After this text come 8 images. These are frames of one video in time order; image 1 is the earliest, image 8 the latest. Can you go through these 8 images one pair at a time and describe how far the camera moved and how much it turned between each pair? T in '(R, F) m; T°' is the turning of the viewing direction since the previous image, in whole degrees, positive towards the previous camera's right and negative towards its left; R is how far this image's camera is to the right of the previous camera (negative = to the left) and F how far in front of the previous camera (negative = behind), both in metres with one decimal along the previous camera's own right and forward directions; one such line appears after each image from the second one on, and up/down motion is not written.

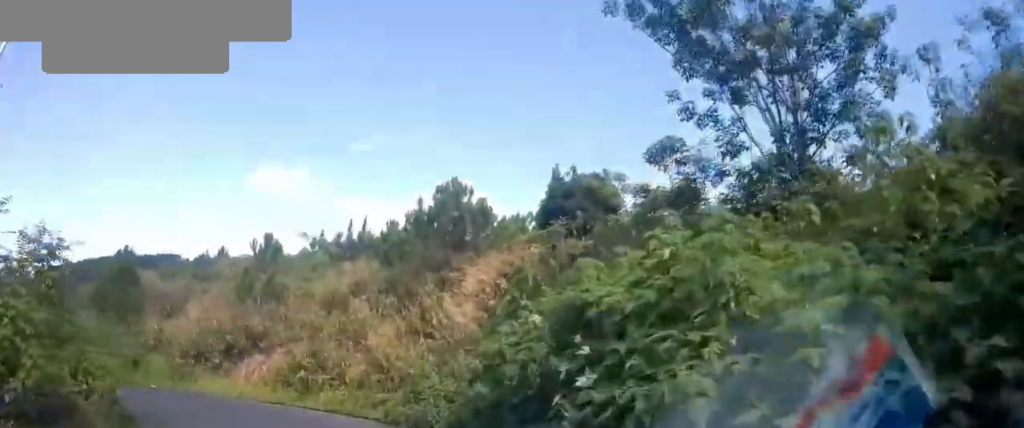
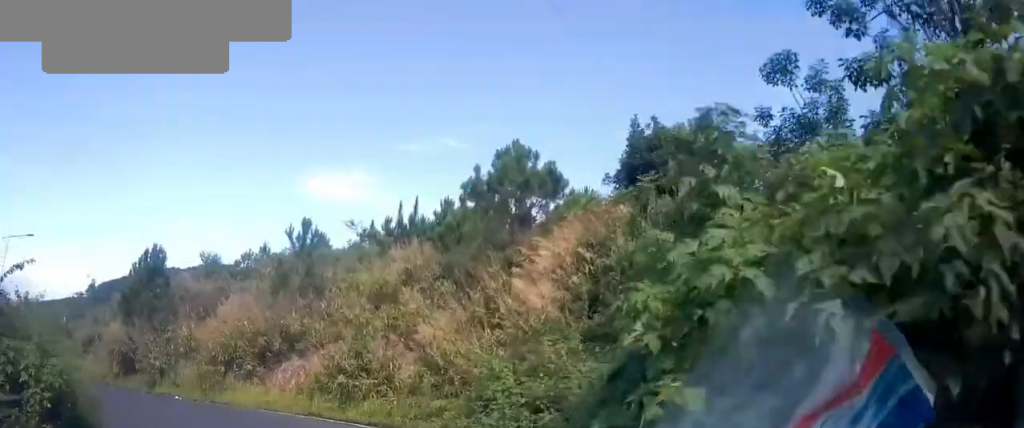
(-0.3, +4.3) m; -9°
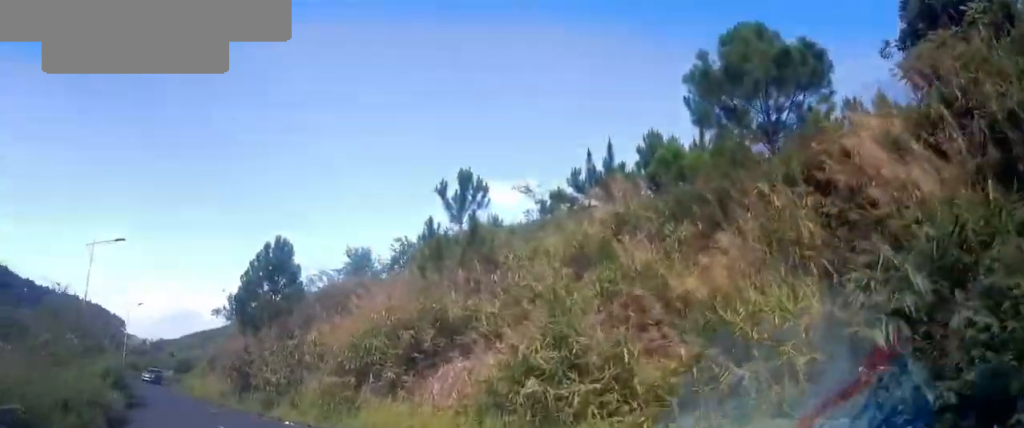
(-1.7, +8.9) m; -21°
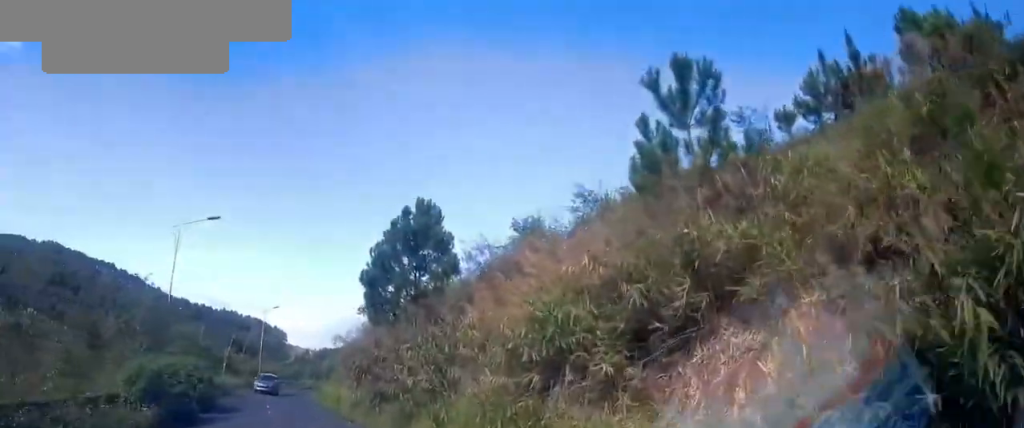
(-1.1, +8.5) m; -20°
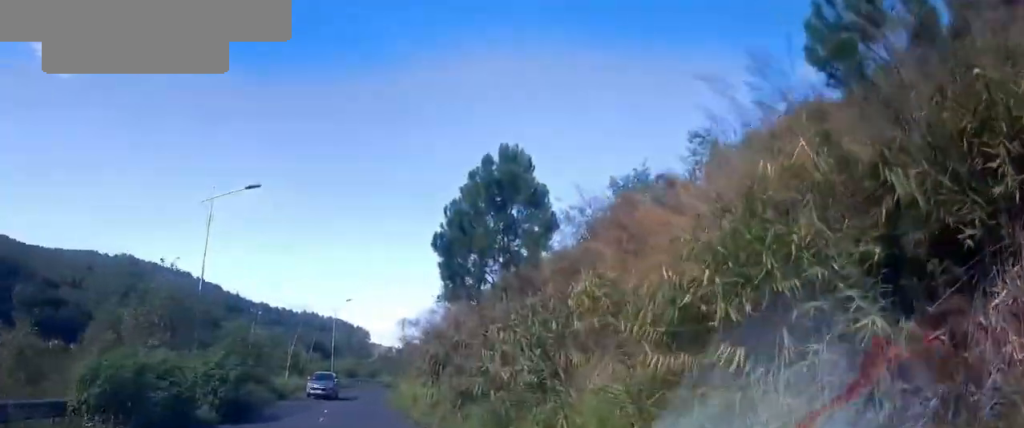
(-0.9, +5.2) m; -10°
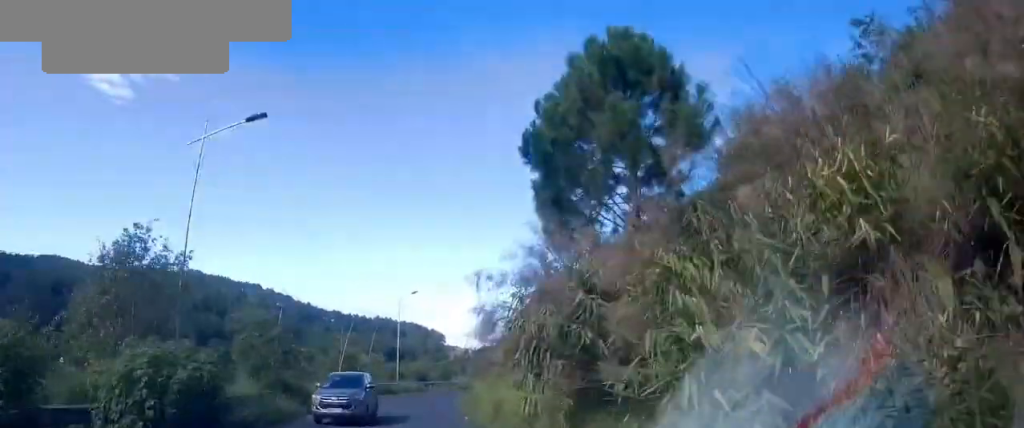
(-0.9, +7.7) m; -8°
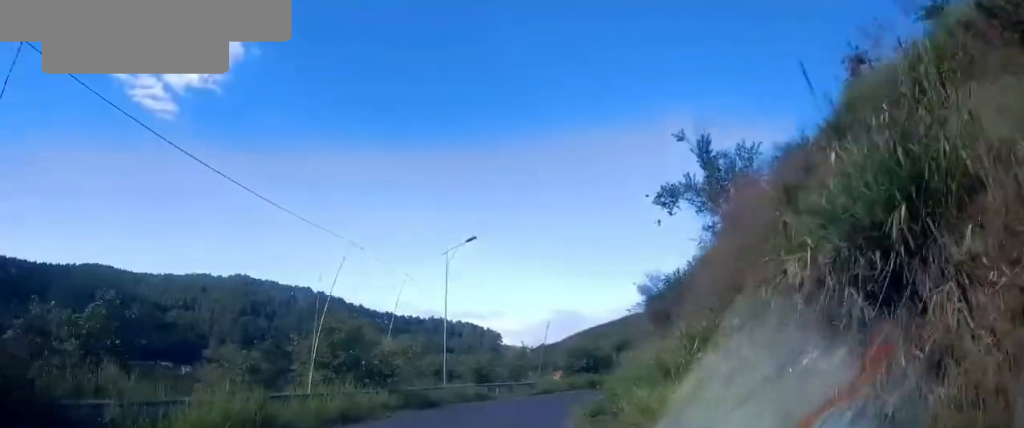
(-0.4, +15.1) m; -2°
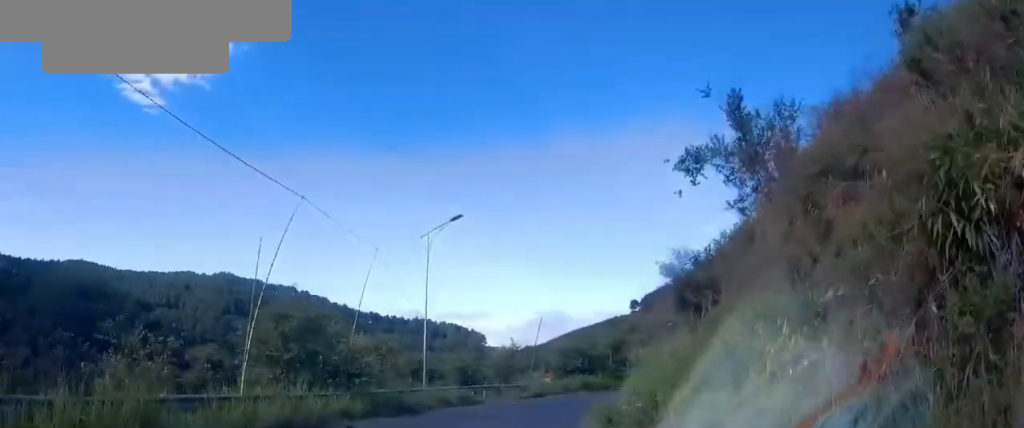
(0.0, +2.3) m; 0°
